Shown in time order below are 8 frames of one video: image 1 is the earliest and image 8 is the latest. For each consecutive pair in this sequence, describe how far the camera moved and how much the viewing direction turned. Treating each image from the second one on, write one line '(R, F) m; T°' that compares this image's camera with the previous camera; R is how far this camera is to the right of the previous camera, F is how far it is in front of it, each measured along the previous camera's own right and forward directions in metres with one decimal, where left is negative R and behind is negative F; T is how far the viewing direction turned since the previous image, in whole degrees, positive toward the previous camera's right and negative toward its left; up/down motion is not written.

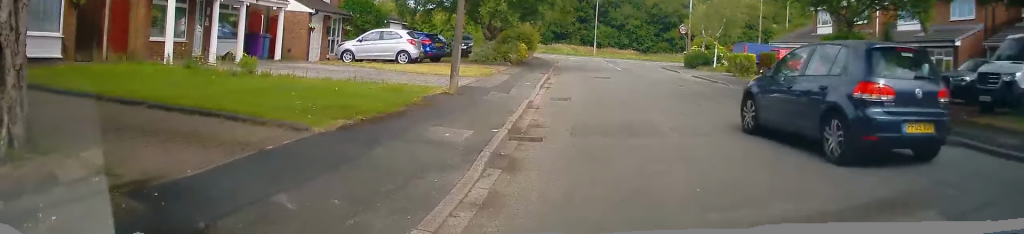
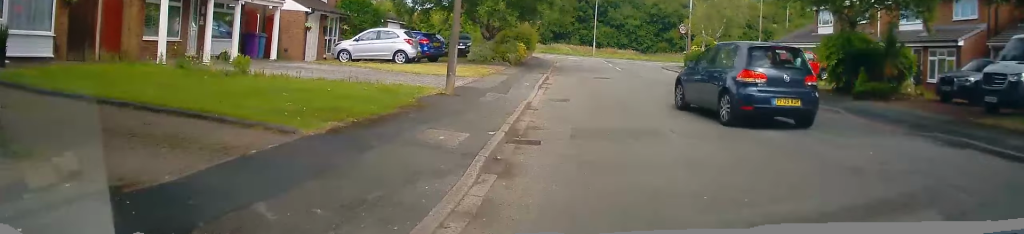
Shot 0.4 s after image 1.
(+0.1, +0.4) m; 0°
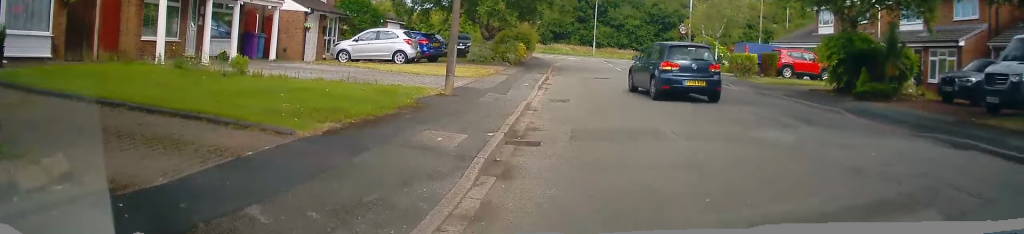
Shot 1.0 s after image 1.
(+0.1, +0.2) m; 0°
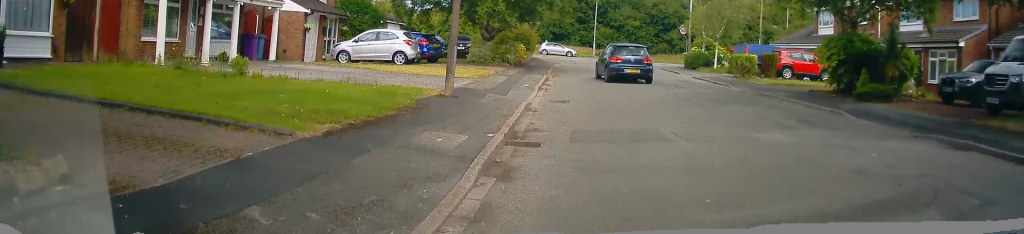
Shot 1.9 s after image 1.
(0.0, +0.2) m; 0°
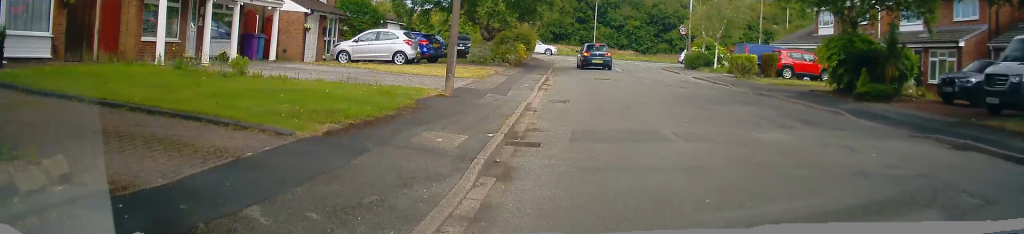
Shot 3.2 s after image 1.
(0.0, 0.0) m; 0°
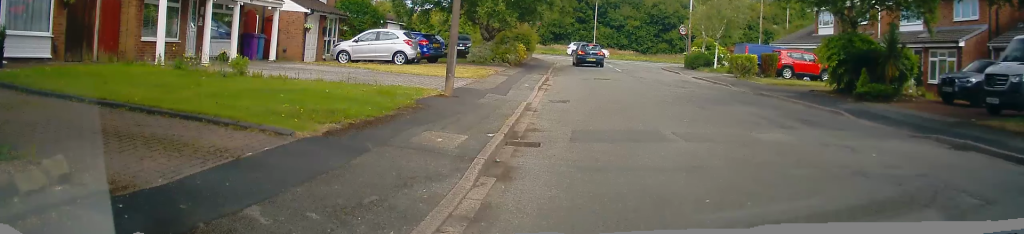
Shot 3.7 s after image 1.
(0.0, 0.0) m; 0°
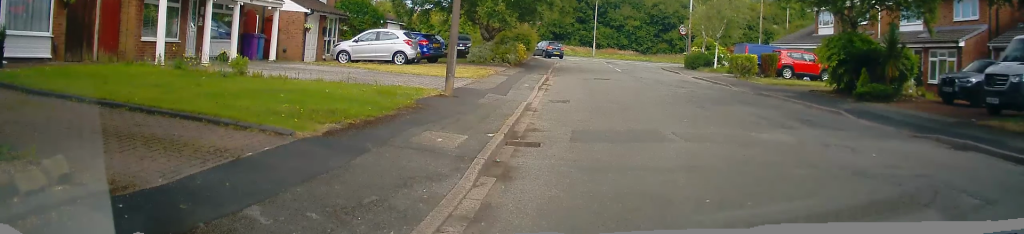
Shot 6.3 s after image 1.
(0.0, 0.0) m; 0°
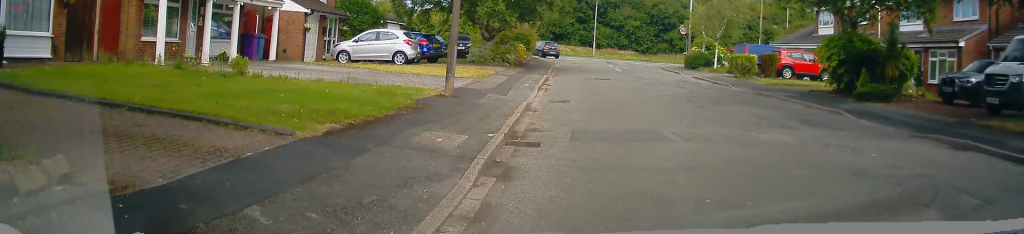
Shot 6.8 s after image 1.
(0.0, 0.0) m; 0°
